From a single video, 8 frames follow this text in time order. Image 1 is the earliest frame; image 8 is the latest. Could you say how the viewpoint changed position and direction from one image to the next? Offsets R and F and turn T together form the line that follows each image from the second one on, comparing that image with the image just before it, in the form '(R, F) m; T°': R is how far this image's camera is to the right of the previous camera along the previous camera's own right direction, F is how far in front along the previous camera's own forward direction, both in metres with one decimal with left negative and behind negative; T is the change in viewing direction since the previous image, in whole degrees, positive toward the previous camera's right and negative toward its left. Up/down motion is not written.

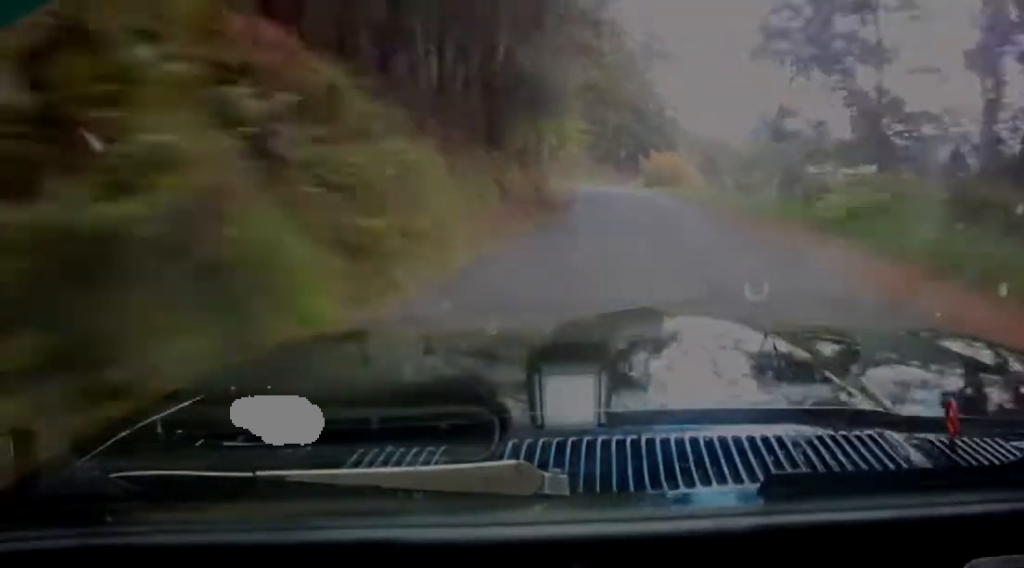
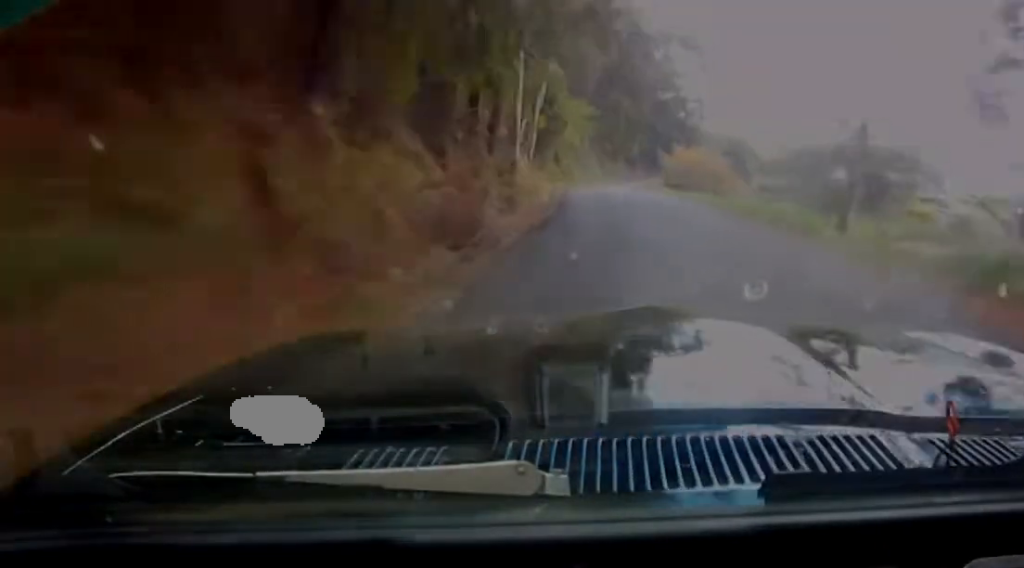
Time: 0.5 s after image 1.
(+0.3, +19.6) m; -1°
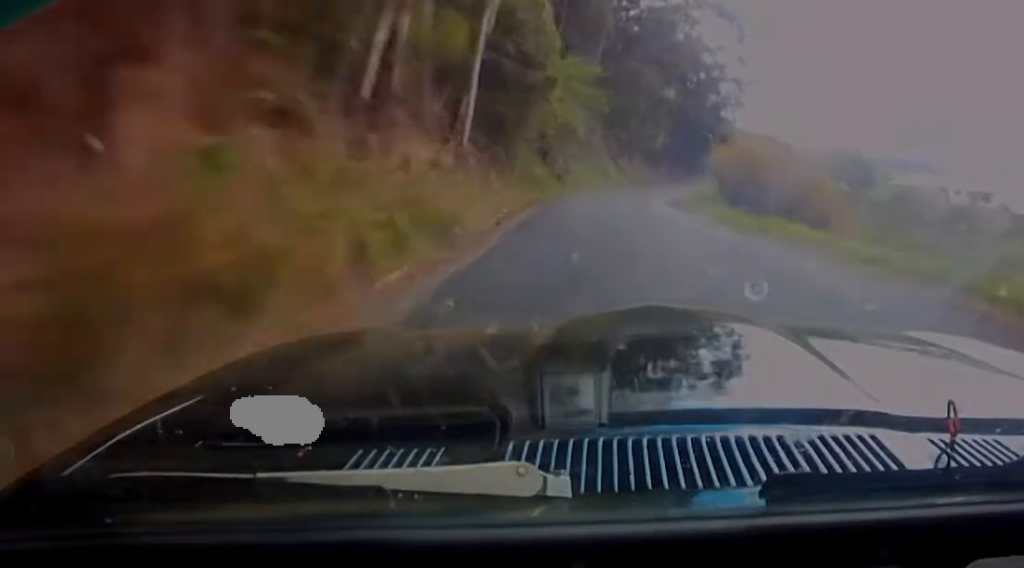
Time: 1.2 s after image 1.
(-0.8, +29.9) m; -1°
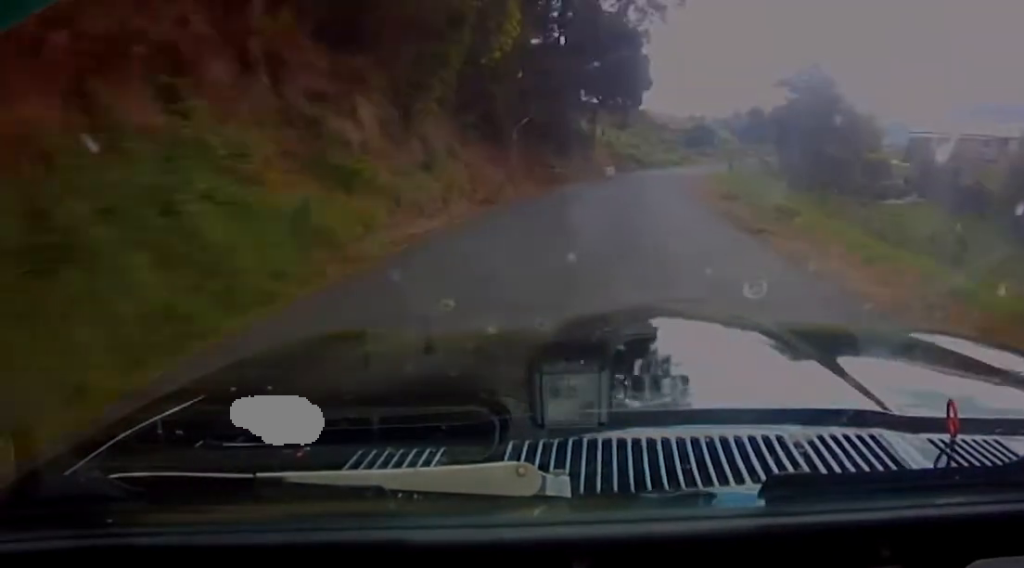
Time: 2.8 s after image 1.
(0.0, +60.2) m; +1°
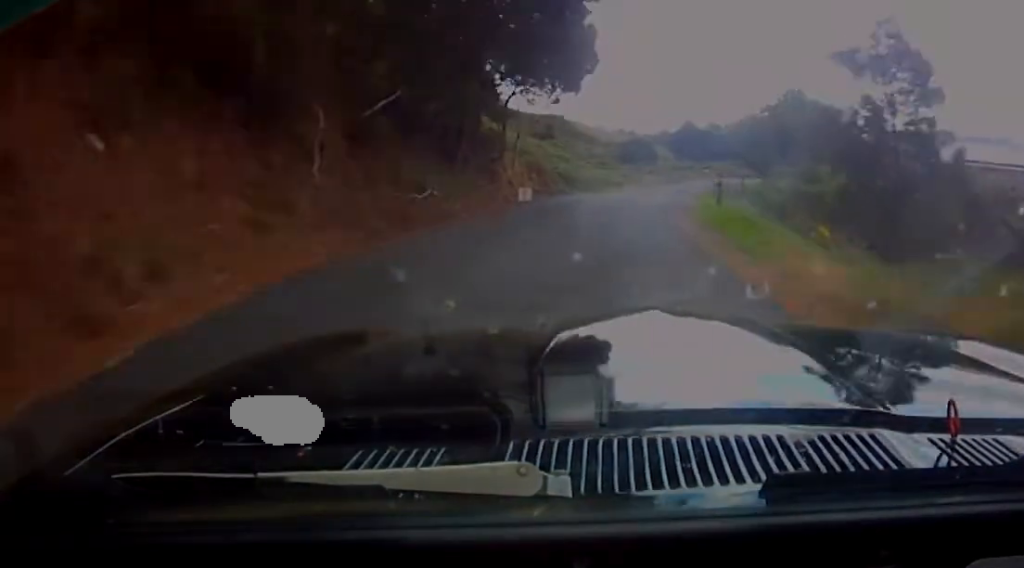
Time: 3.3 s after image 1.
(+0.4, +21.1) m; 0°
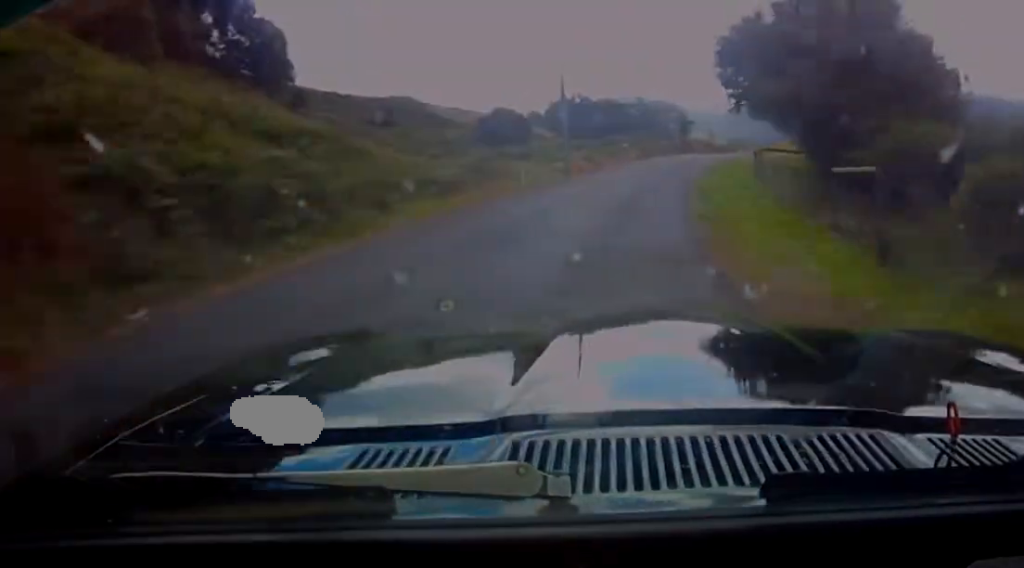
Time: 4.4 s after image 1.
(-0.1, +38.1) m; +6°
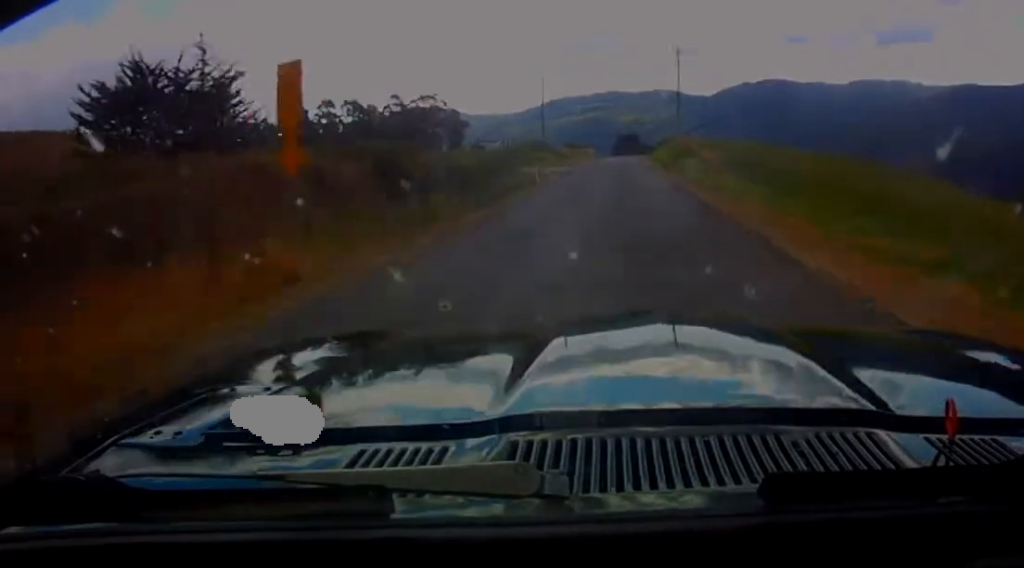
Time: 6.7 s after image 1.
(+29.8, +70.4) m; +41°
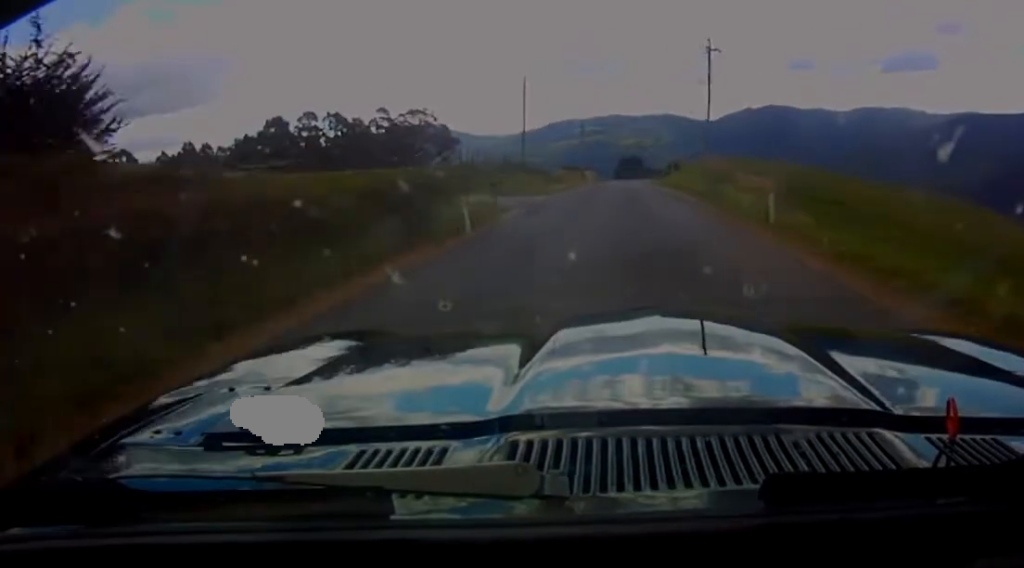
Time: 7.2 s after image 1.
(+0.9, +18.6) m; +2°
